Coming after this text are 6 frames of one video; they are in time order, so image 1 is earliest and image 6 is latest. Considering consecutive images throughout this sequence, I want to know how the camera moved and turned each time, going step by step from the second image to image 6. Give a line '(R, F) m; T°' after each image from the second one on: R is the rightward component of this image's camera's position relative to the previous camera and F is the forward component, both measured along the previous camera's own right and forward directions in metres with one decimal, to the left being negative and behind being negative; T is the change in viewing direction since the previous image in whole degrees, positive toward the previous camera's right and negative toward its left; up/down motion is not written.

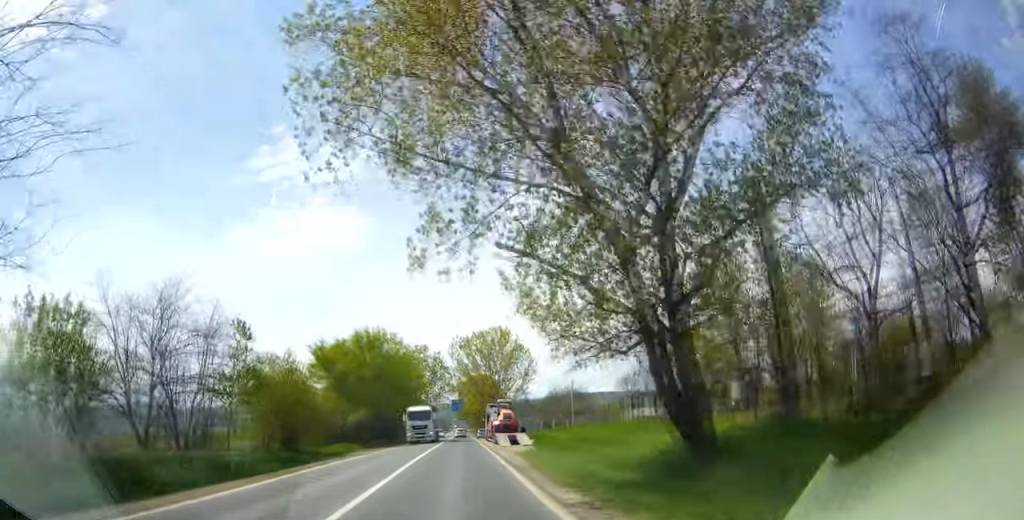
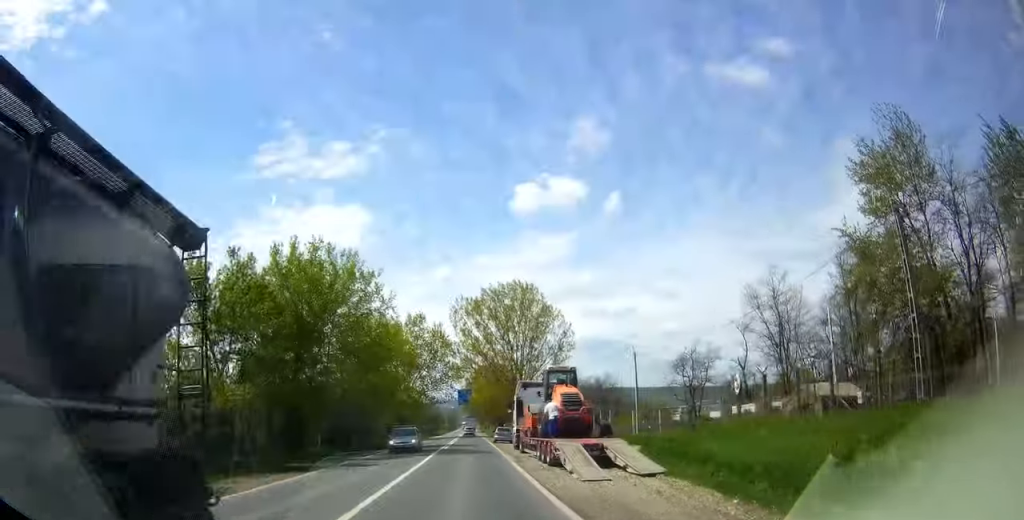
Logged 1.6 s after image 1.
(+1.3, +29.0) m; +1°
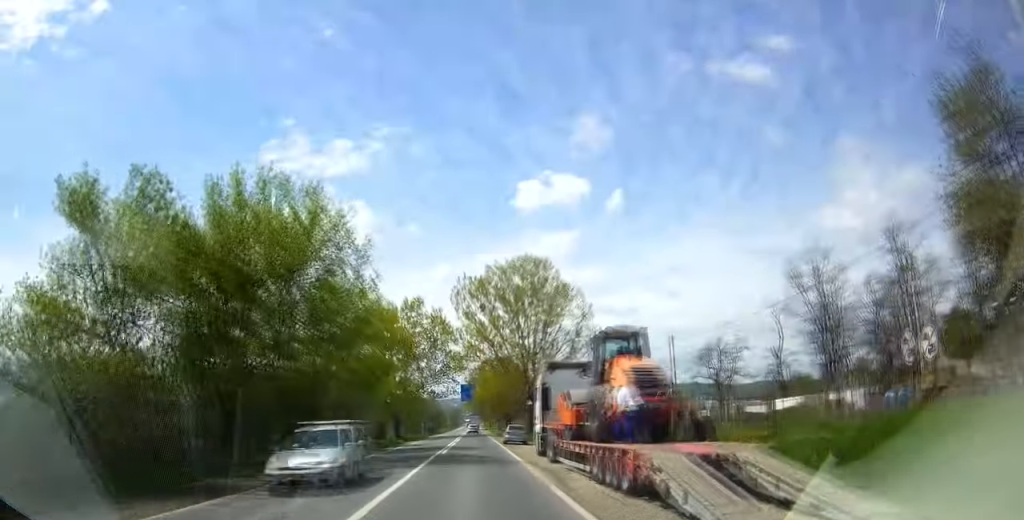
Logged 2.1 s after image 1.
(-0.2, +9.5) m; -1°
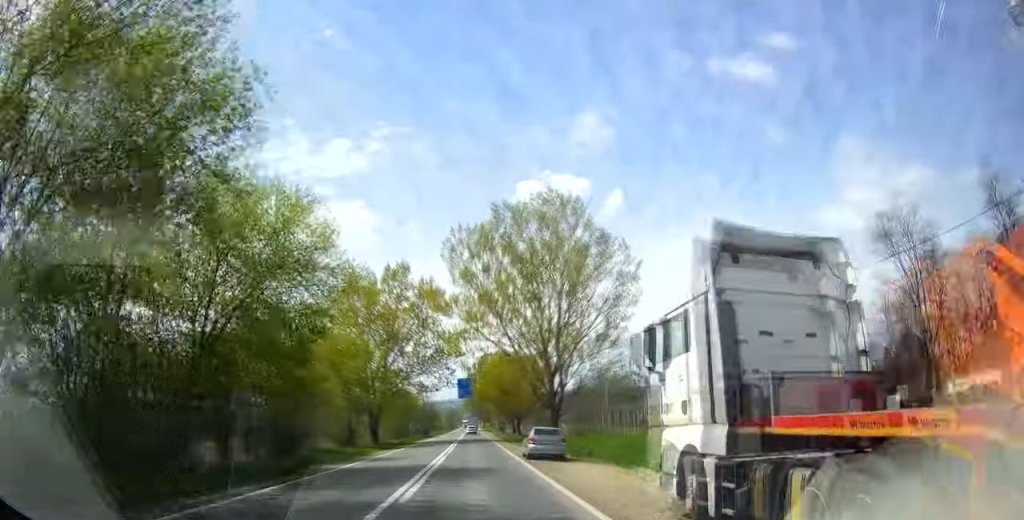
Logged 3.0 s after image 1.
(-0.3, +16.8) m; -1°
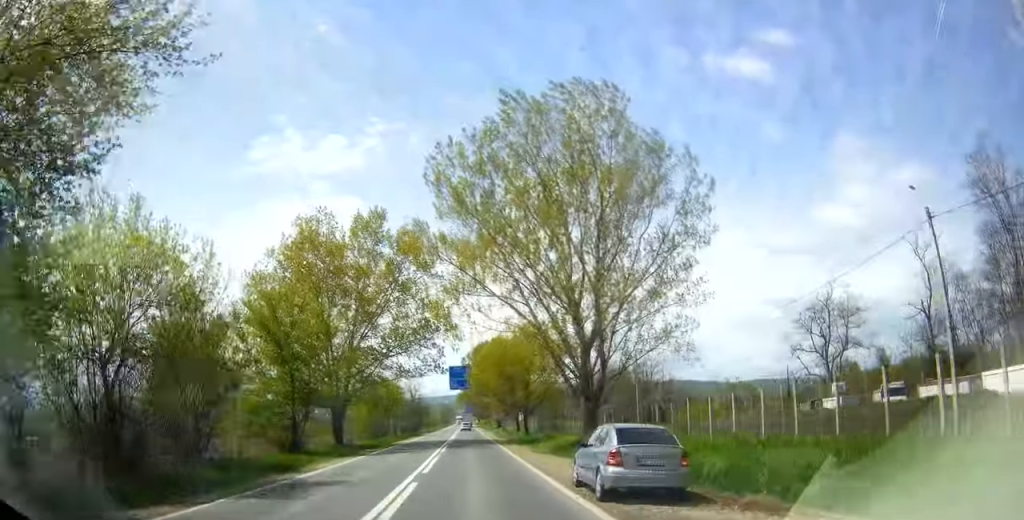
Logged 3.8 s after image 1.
(0.0, +14.6) m; -1°
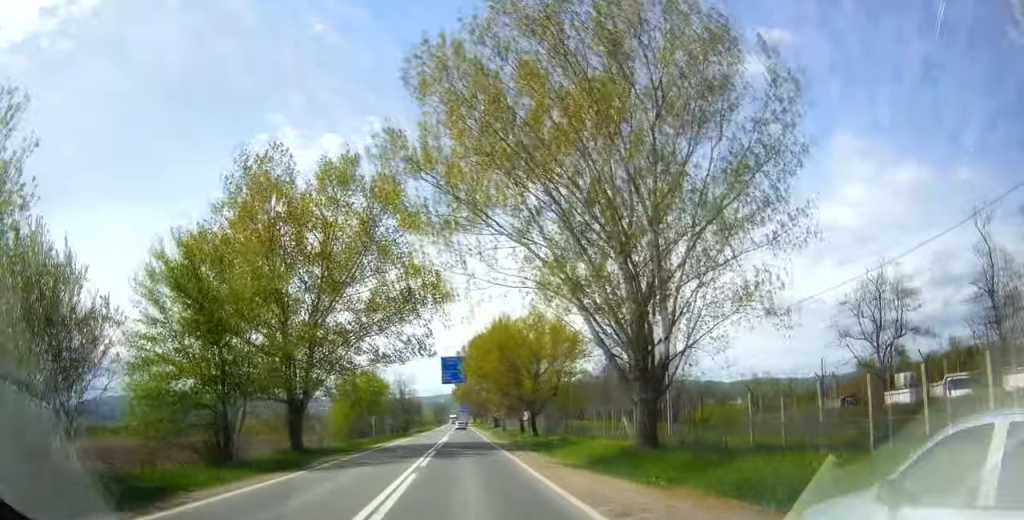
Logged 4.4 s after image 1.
(-0.2, +10.2) m; 0°
